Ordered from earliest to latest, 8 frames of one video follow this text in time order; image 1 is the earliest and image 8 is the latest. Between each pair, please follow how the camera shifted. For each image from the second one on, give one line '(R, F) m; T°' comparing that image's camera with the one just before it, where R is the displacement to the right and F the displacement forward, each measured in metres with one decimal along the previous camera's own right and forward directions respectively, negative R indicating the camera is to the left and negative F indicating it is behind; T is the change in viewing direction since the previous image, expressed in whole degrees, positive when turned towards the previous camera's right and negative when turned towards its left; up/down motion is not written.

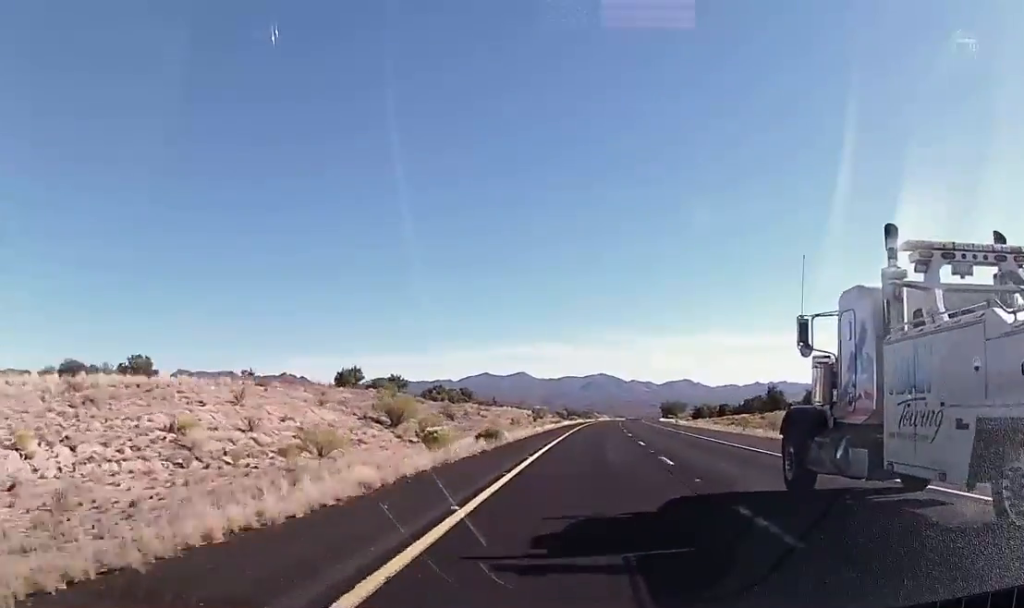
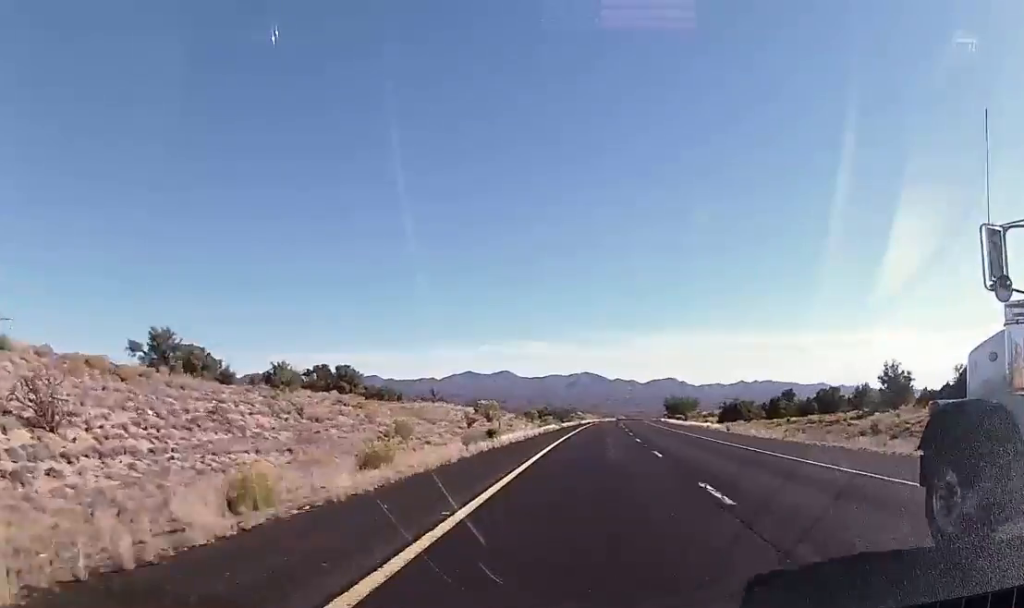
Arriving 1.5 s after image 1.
(+1.0, +55.4) m; +1°
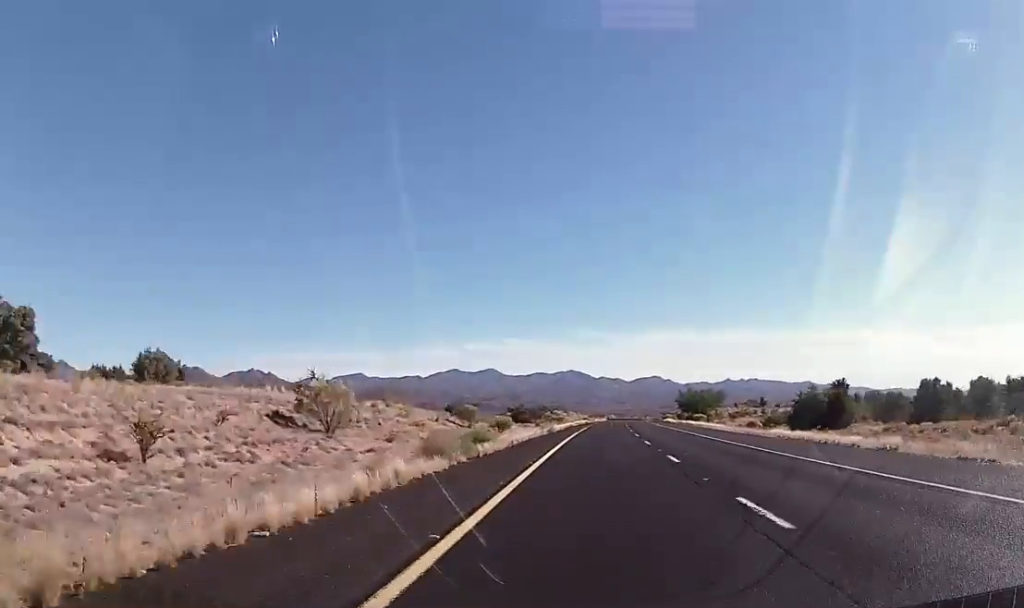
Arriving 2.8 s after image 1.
(+0.3, +49.2) m; +1°
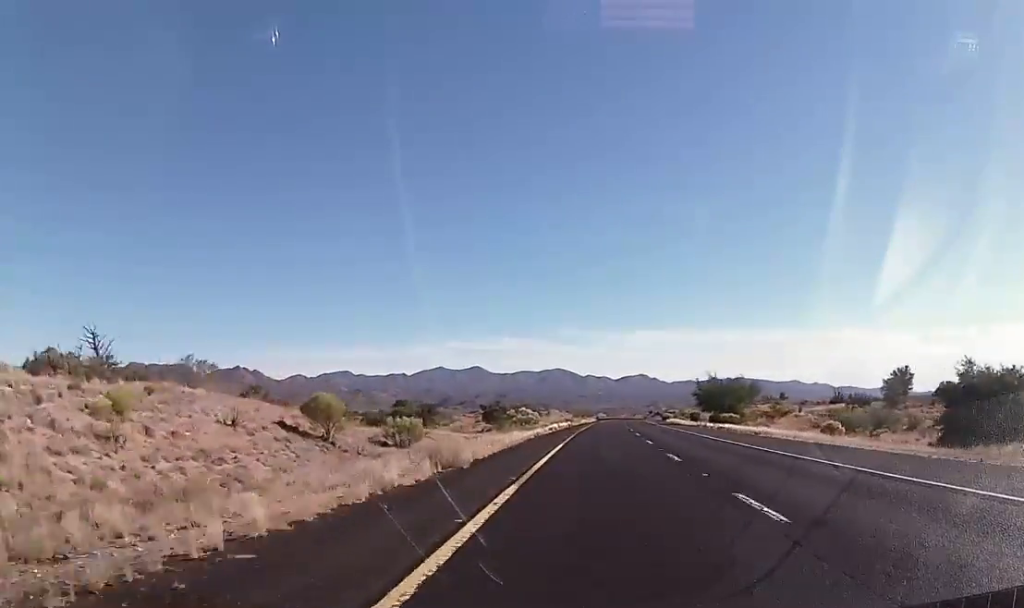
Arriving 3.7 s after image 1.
(+0.4, +35.3) m; +1°
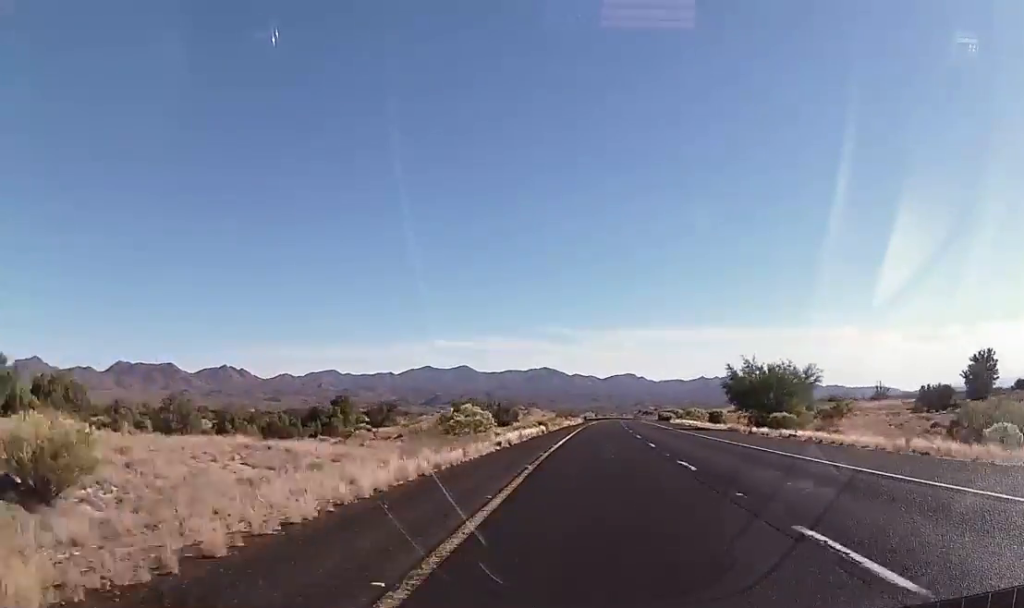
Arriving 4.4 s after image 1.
(+0.2, +27.8) m; +1°
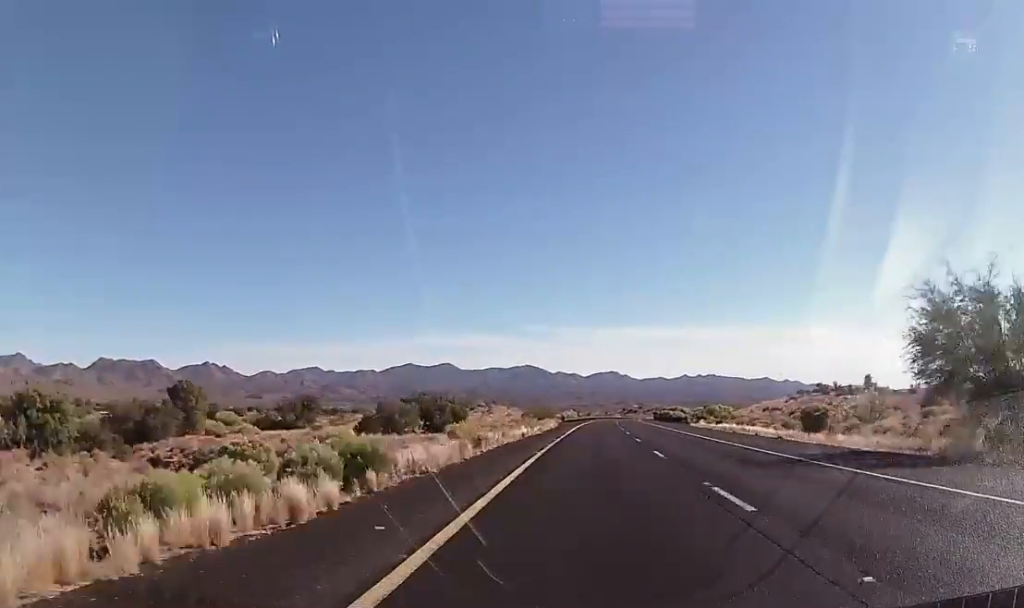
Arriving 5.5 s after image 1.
(+0.5, +41.6) m; +1°
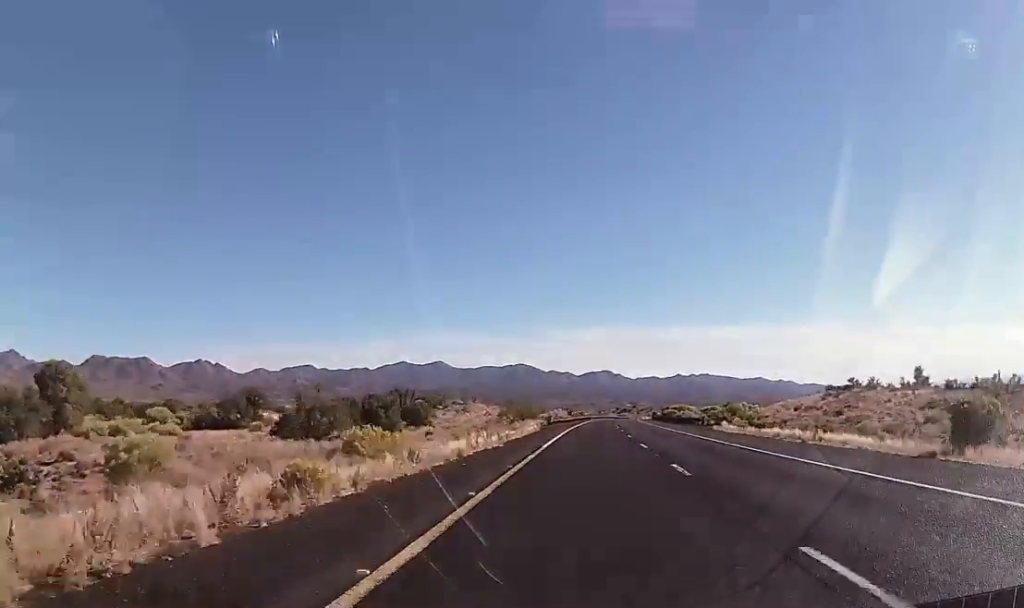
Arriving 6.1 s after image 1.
(+0.1, +20.1) m; 0°
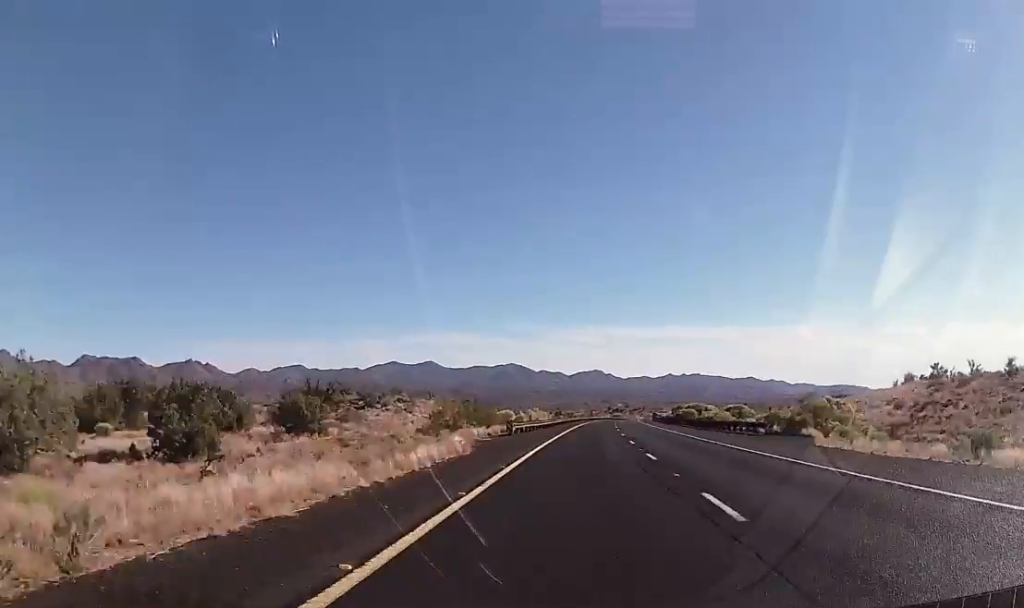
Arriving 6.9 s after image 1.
(0.0, +30.3) m; 0°
